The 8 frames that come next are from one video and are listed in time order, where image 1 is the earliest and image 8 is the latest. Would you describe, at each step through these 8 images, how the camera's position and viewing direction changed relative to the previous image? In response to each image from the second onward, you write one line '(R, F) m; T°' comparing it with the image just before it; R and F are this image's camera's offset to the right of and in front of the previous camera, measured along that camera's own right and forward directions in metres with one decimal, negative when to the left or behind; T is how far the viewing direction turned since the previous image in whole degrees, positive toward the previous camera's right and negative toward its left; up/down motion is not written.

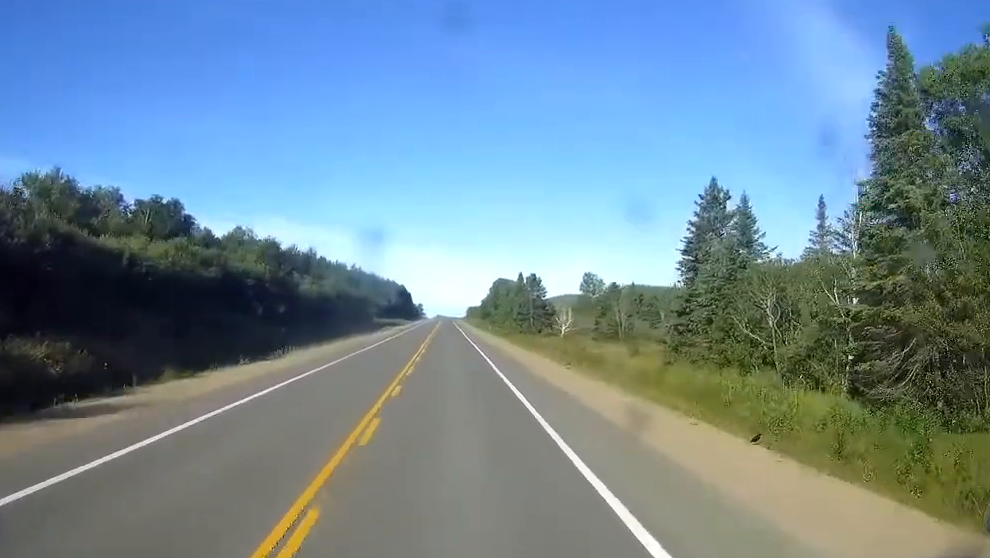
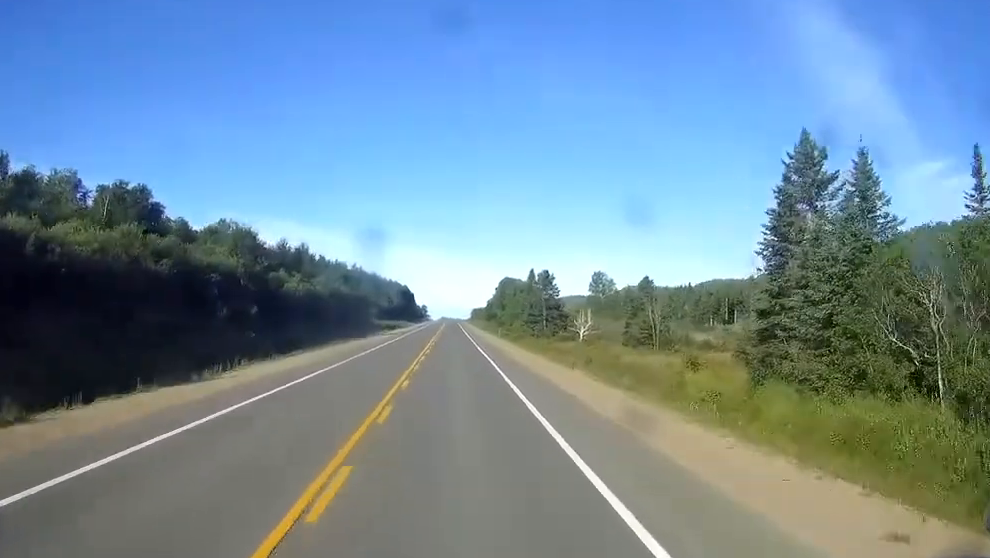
(0.0, +14.8) m; 0°
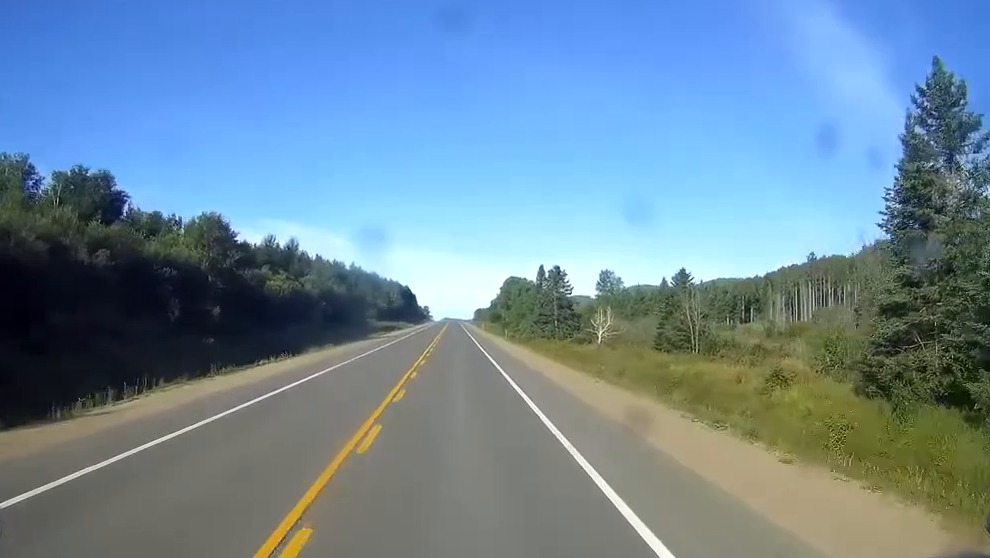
(0.0, +12.9) m; 0°
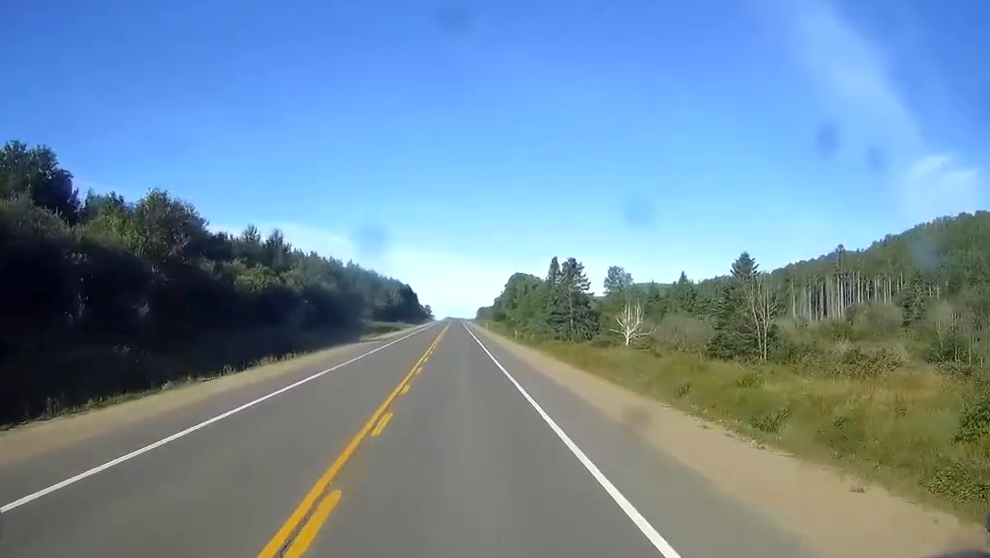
(0.0, +15.7) m; 0°
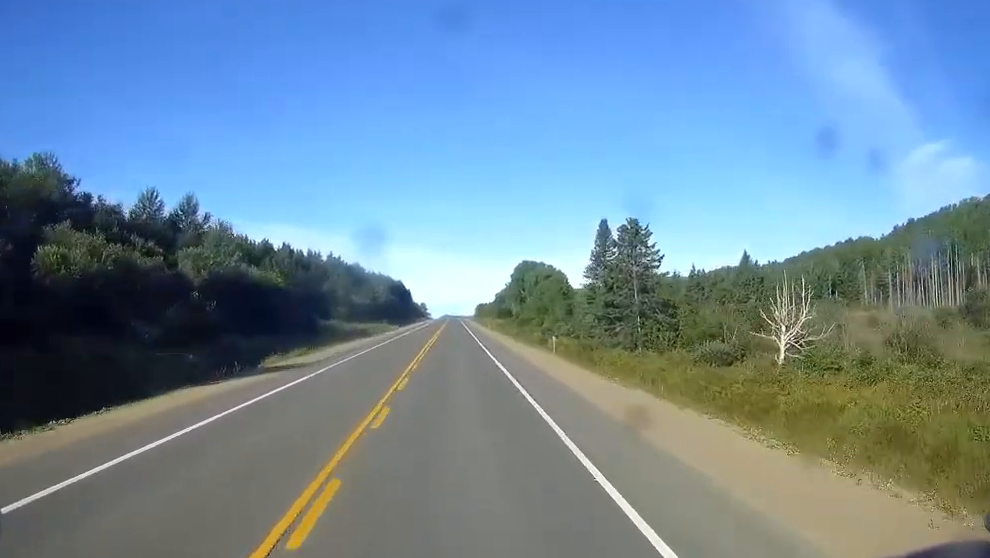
(-0.2, +44.3) m; 0°
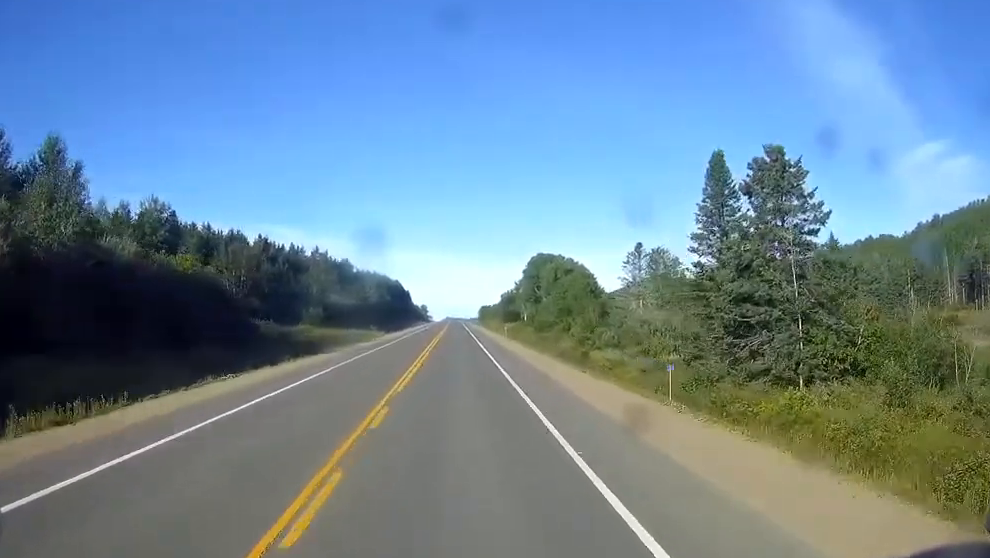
(0.0, +35.0) m; 0°
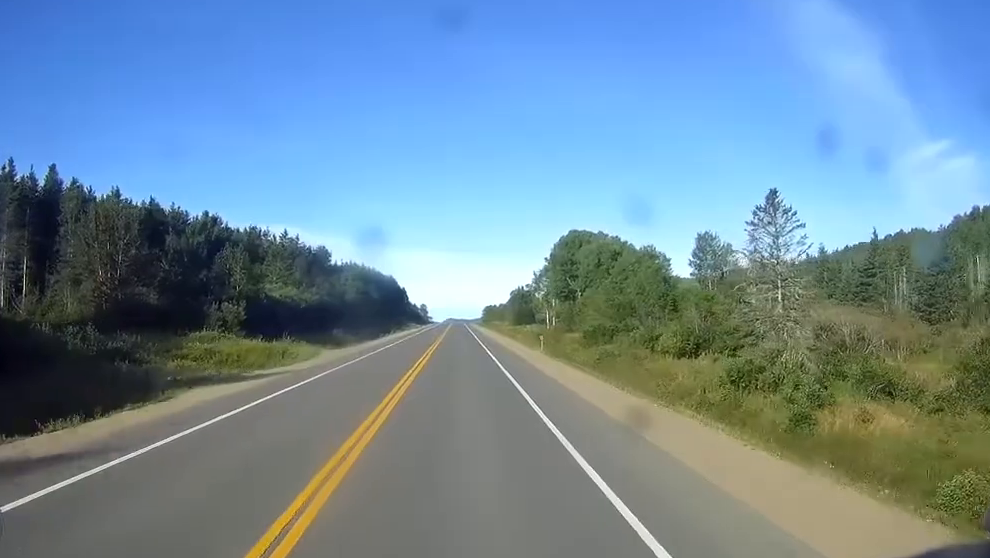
(+0.2, +51.4) m; 0°
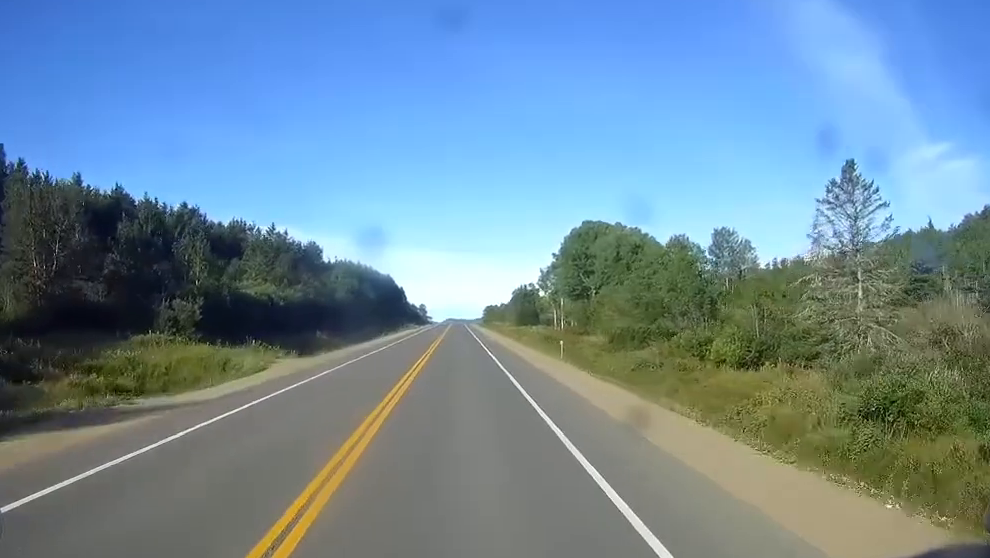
(0.0, +14.7) m; 0°
